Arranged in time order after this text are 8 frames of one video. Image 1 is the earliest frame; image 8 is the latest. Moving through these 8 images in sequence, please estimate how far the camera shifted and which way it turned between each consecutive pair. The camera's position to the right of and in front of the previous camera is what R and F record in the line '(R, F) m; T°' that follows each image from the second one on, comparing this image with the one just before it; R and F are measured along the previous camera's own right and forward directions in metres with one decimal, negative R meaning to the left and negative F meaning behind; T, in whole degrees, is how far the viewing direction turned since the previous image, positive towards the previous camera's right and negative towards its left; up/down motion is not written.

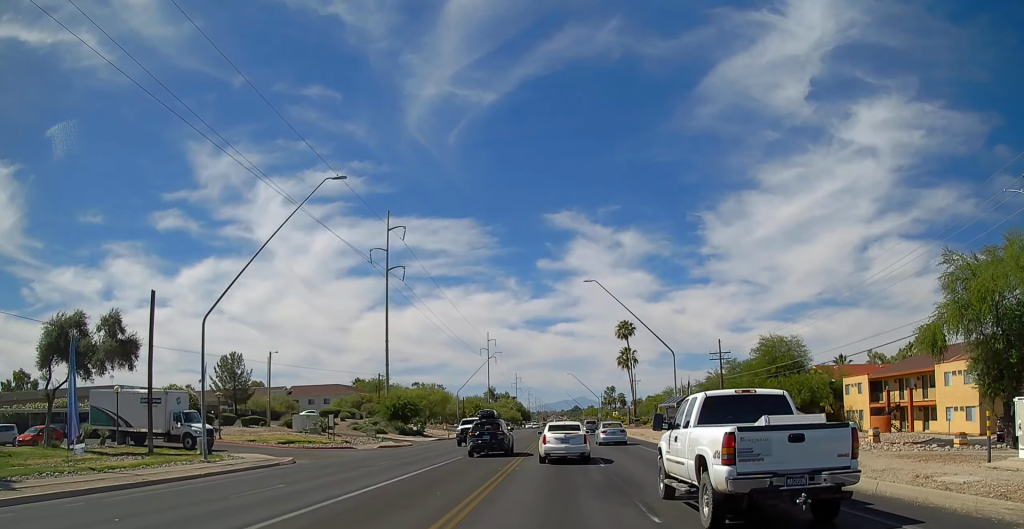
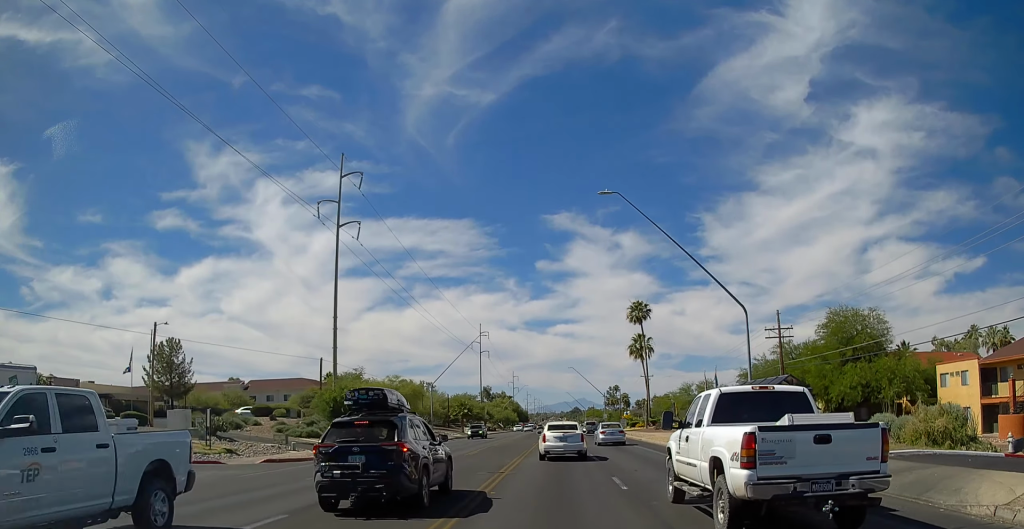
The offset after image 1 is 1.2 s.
(0.0, +20.3) m; 0°
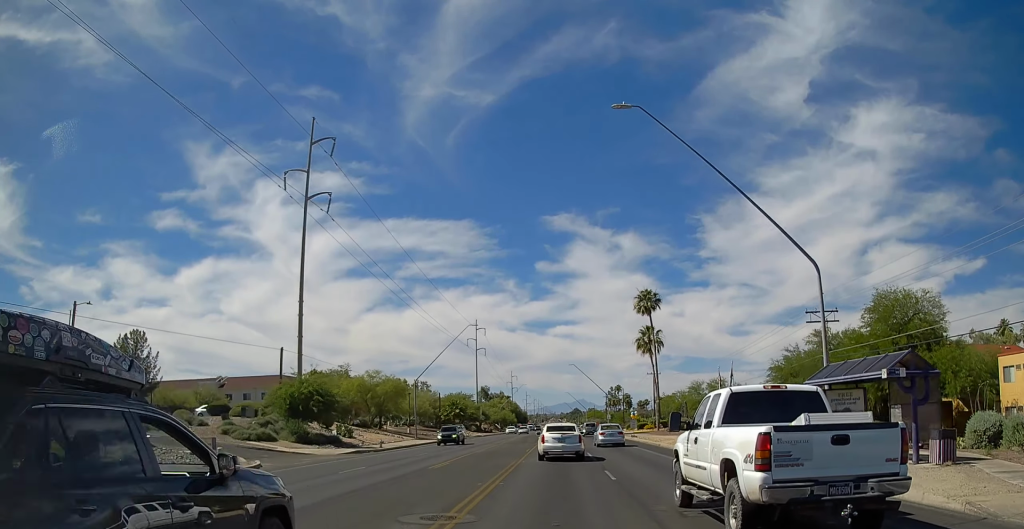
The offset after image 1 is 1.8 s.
(0.0, +9.3) m; 0°
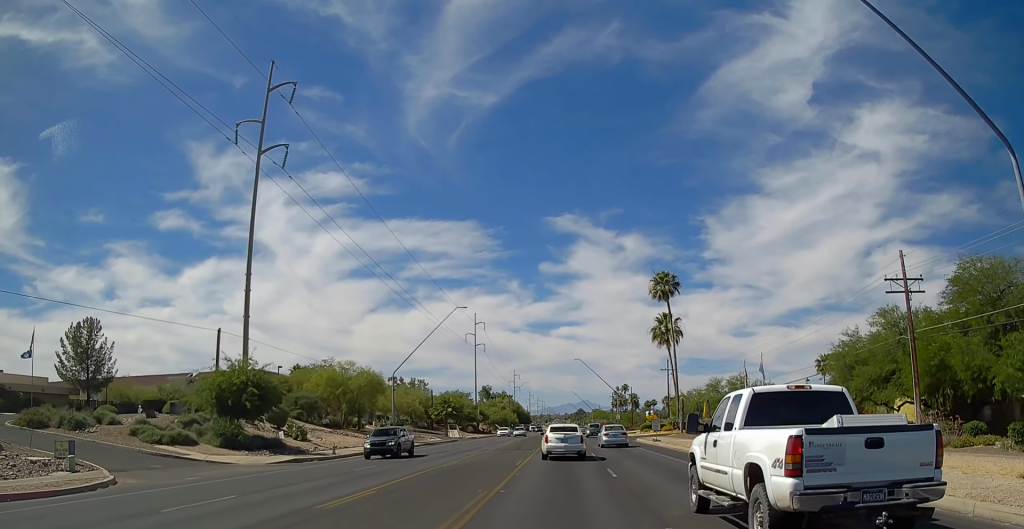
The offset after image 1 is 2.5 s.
(0.0, +11.3) m; 0°
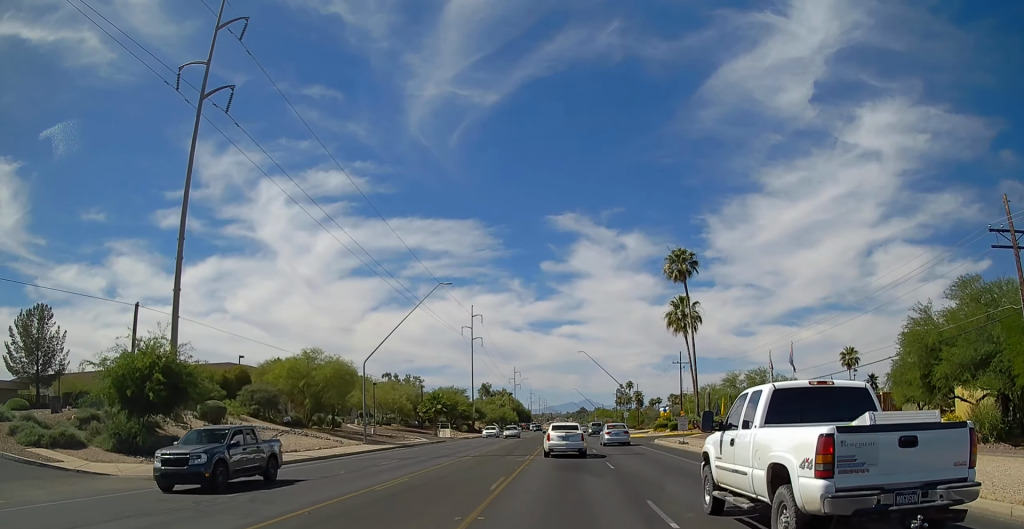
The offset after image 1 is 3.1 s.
(0.0, +9.7) m; 0°
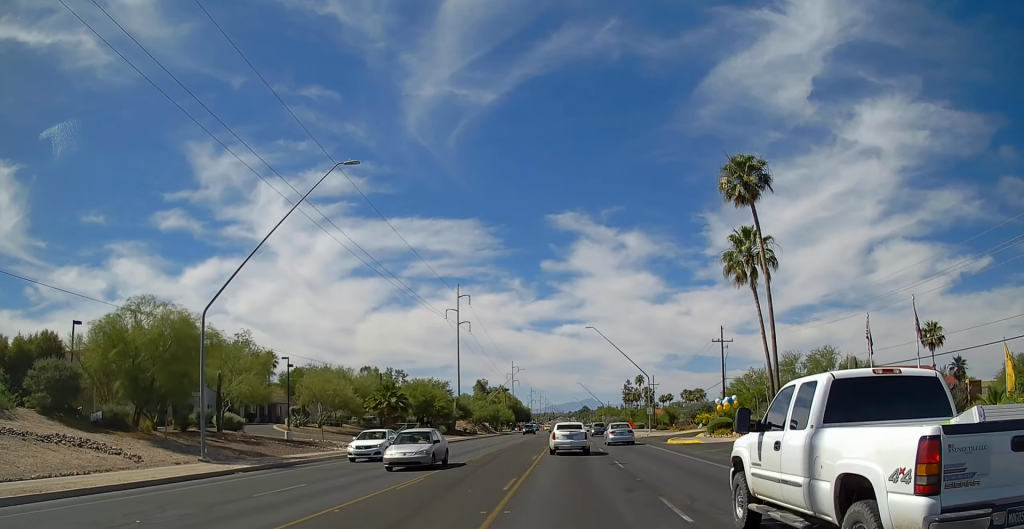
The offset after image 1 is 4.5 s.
(0.0, +24.3) m; 0°
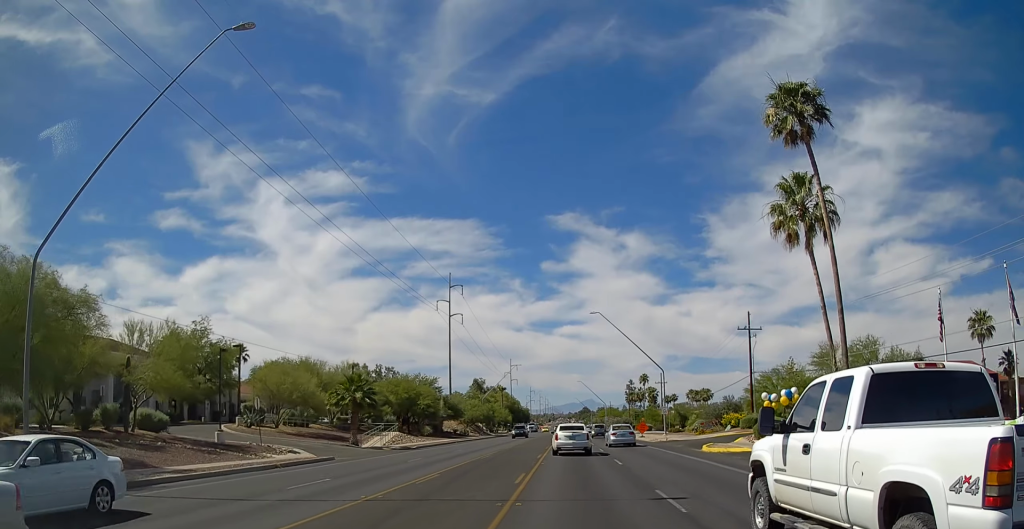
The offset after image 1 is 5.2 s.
(0.0, +10.8) m; -1°
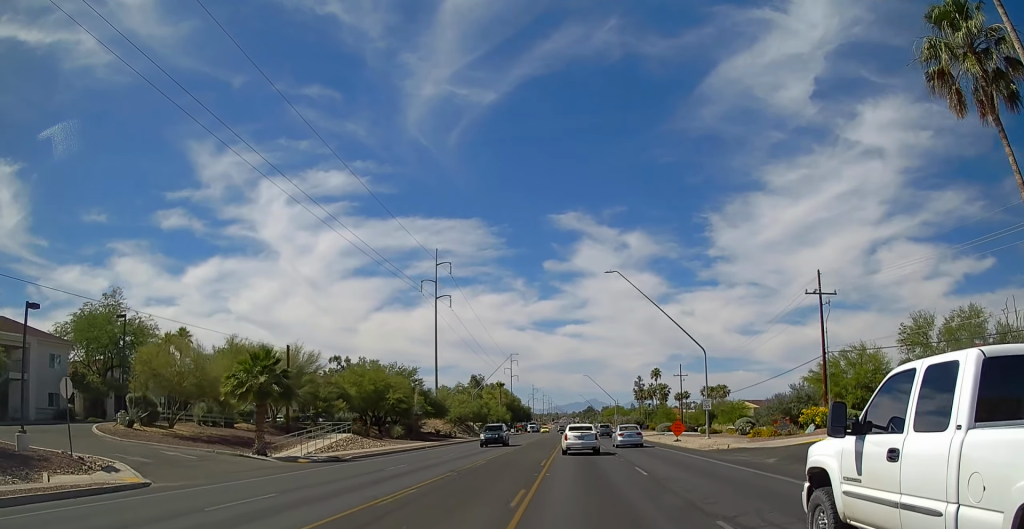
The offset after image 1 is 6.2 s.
(-0.4, +17.3) m; -2°
